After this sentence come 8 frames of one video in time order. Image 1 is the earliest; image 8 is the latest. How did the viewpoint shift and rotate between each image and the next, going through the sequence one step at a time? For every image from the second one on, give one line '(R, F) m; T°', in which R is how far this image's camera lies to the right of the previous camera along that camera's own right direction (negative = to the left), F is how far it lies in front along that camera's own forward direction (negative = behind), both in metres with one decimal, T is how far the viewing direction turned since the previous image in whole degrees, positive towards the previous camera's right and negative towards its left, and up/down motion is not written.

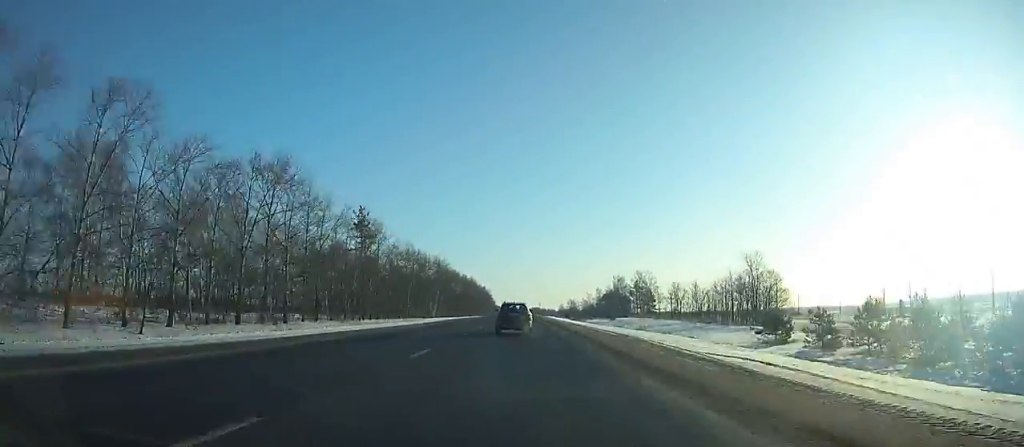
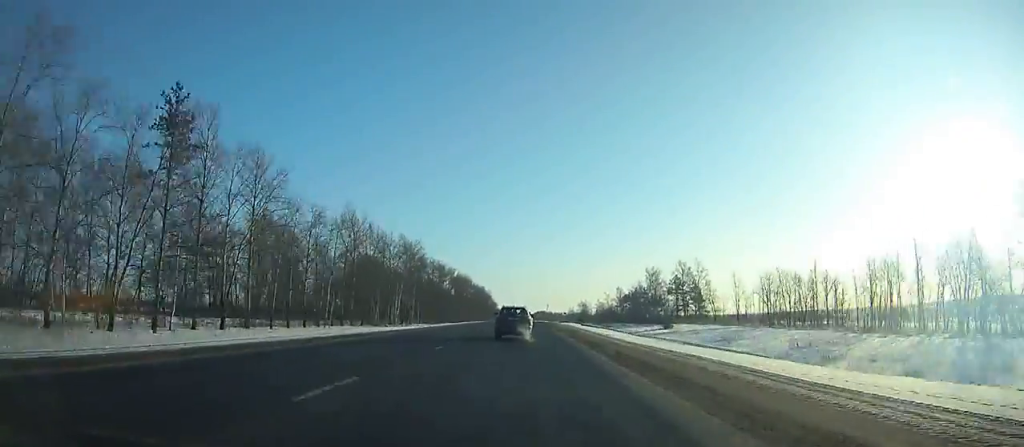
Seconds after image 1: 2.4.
(-0.1, +55.1) m; 0°
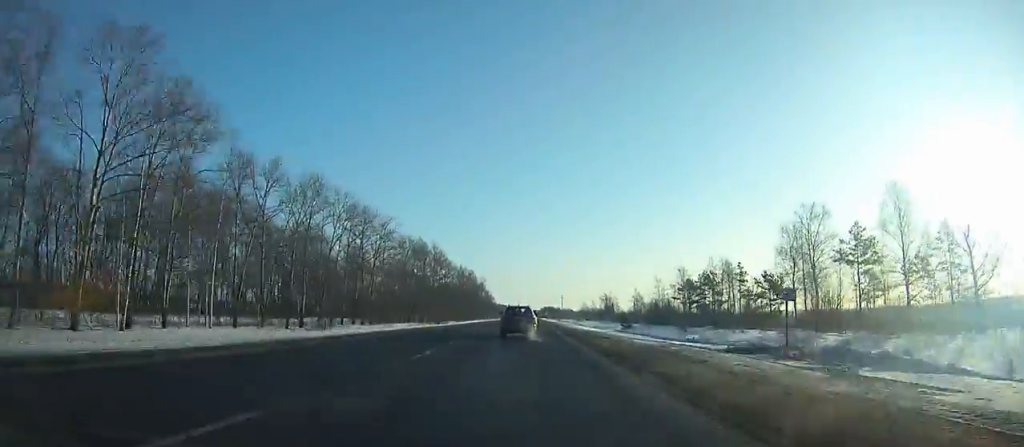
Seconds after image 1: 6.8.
(-0.1, +100.2) m; 0°
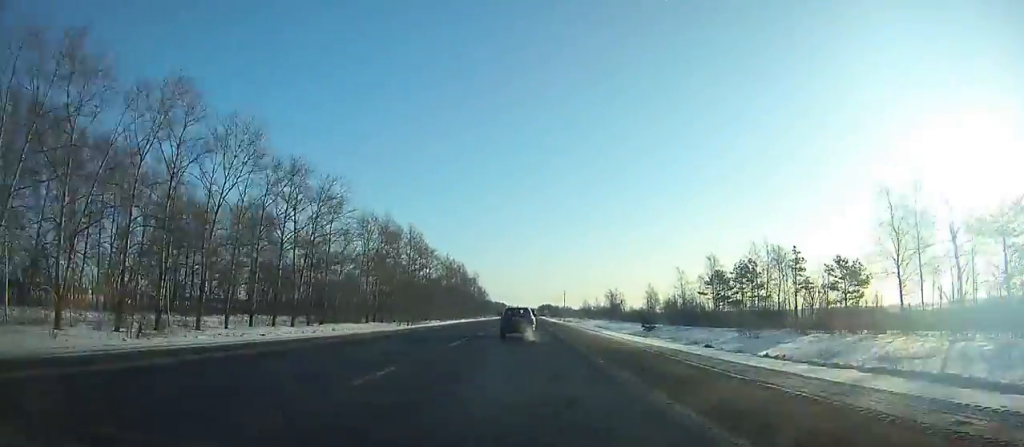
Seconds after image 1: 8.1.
(-0.1, +29.7) m; 0°
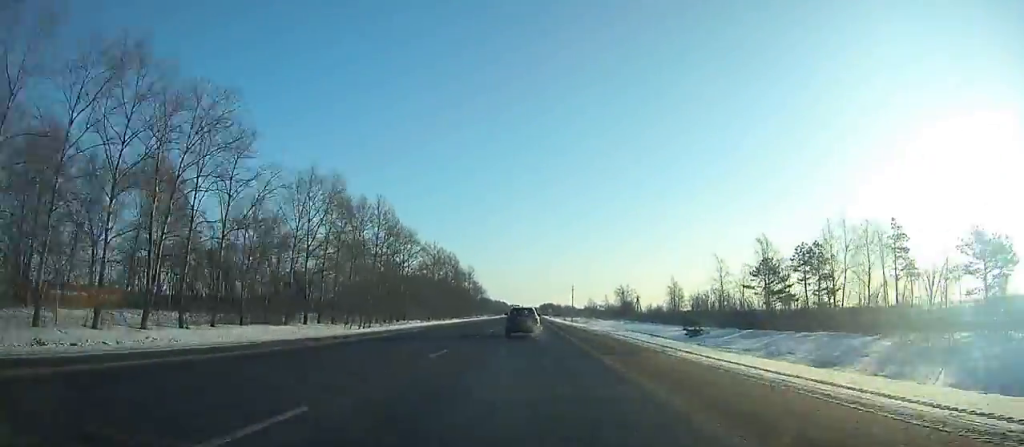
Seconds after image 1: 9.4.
(0.0, +29.9) m; 0°
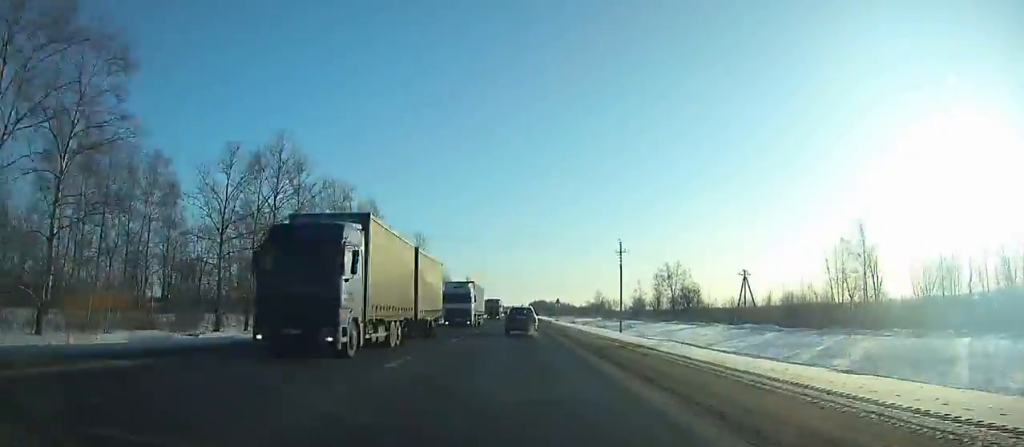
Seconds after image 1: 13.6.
(+0.4, +97.9) m; 0°
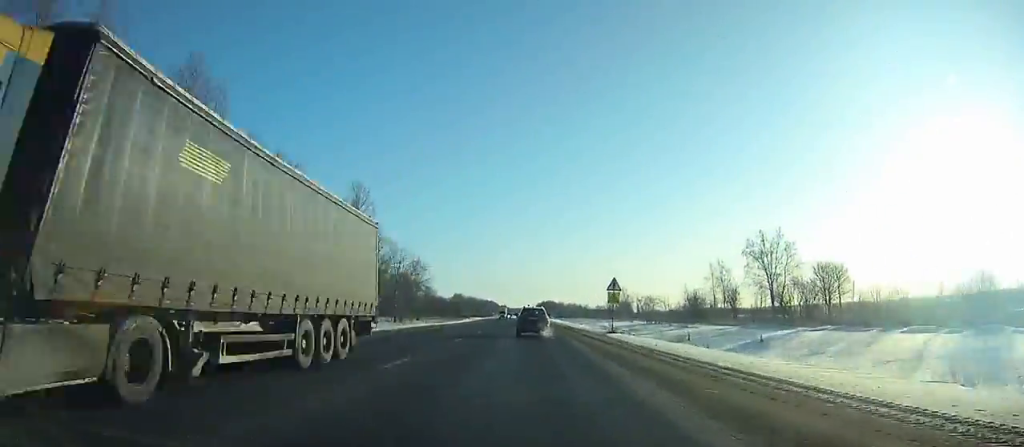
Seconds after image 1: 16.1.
(0.0, +58.7) m; 0°
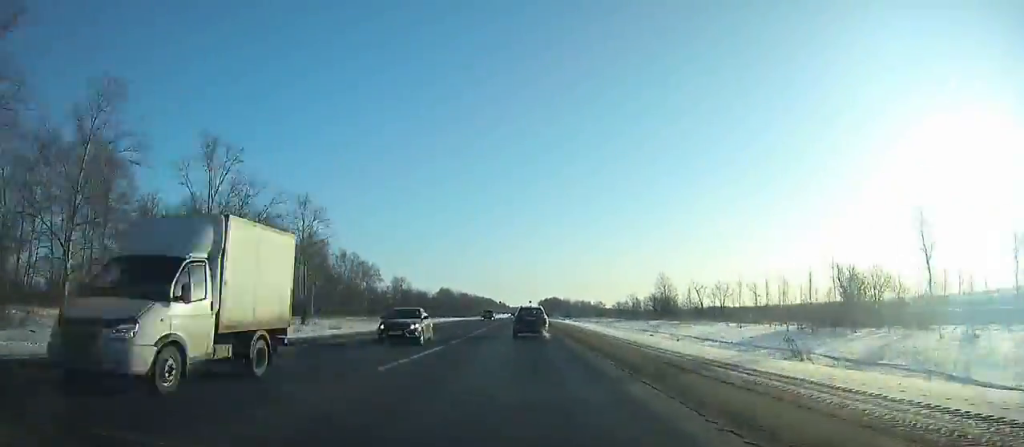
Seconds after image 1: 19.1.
(0.0, +70.1) m; 0°
